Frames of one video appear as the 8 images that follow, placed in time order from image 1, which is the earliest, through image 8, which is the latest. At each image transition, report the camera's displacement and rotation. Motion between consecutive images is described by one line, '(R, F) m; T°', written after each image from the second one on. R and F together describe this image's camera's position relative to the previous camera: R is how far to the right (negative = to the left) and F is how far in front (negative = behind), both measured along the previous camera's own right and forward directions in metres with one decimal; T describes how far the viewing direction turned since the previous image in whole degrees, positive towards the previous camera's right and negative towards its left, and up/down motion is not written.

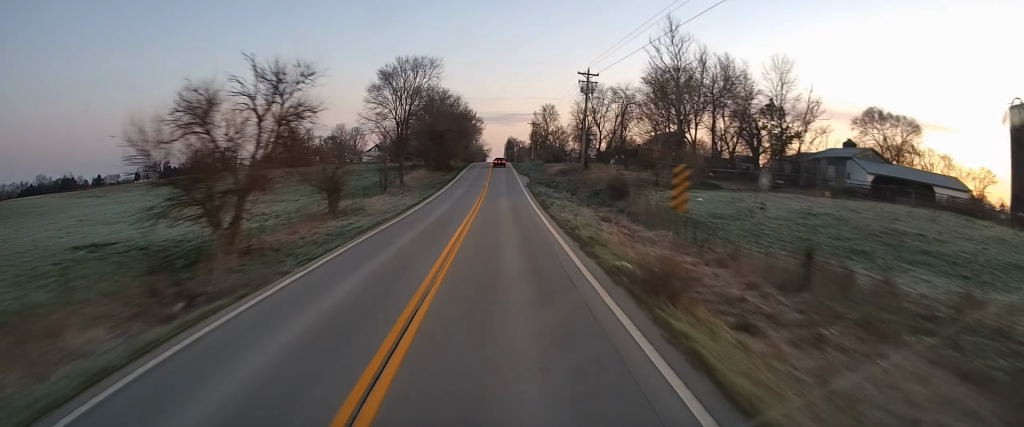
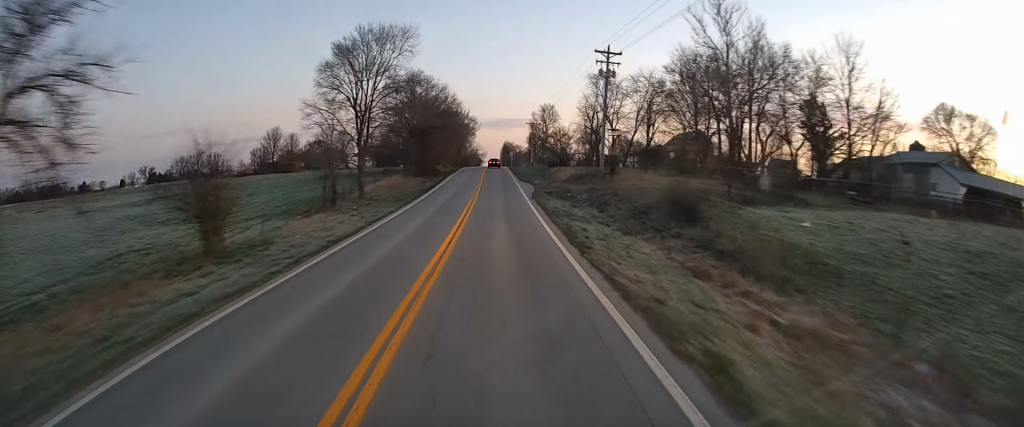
(0.0, +15.1) m; -1°
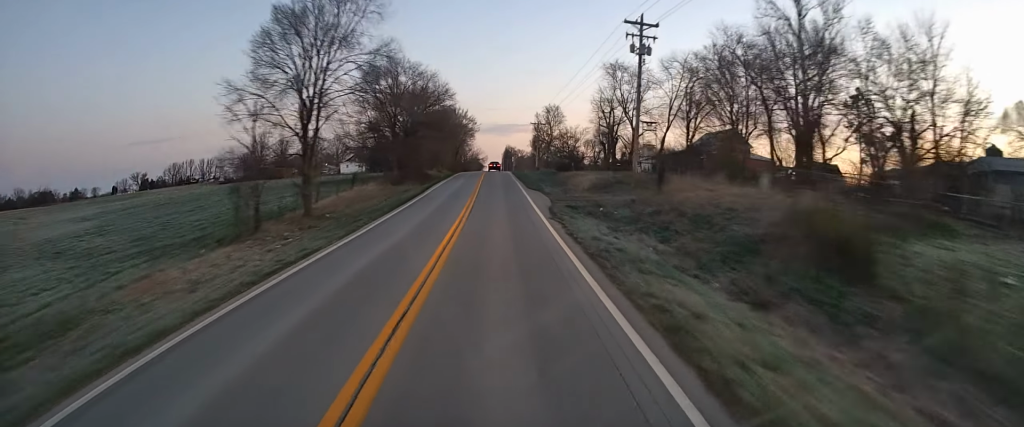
(-0.2, +12.4) m; 0°
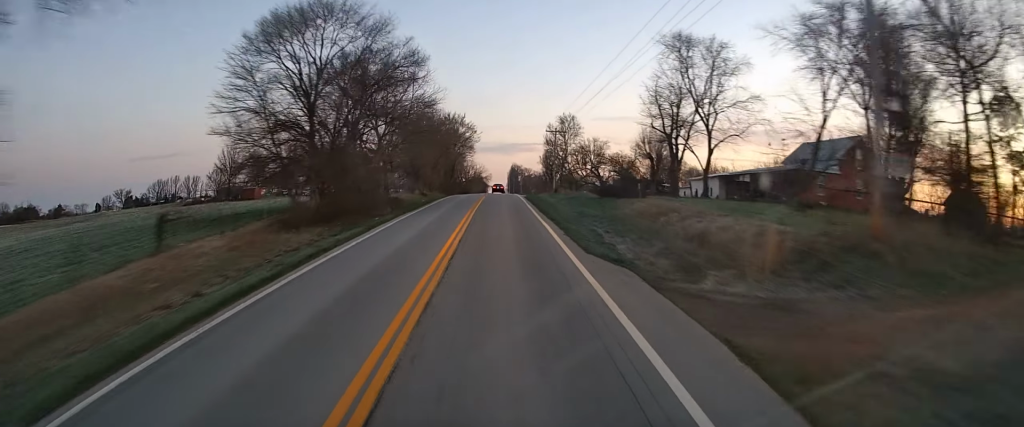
(-0.2, +26.9) m; 0°
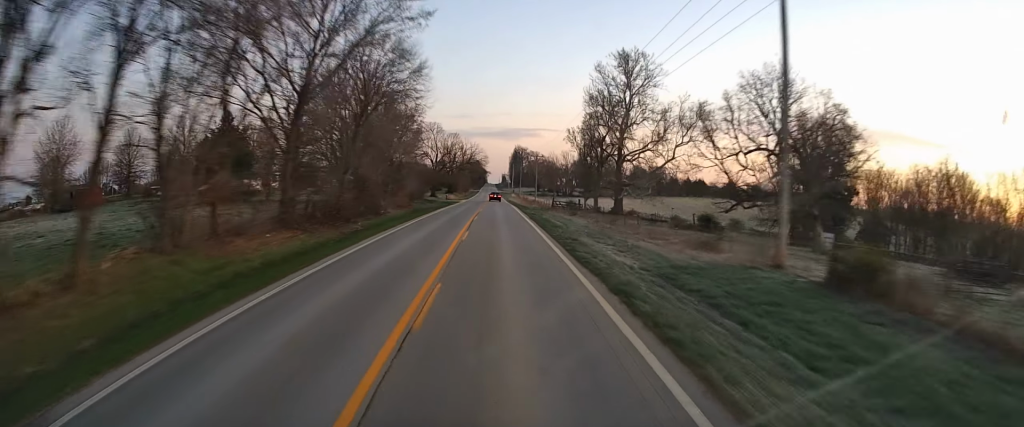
(+2.2, +75.2) m; +2°
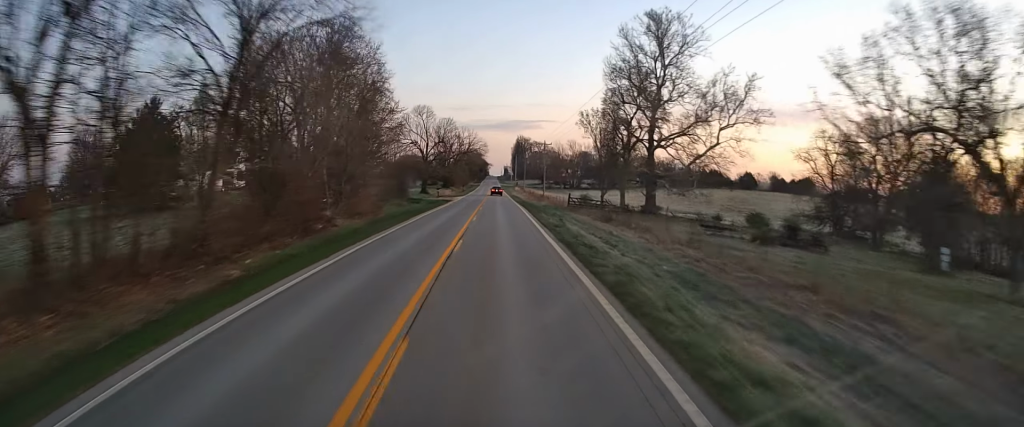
(-0.2, +16.7) m; -1°
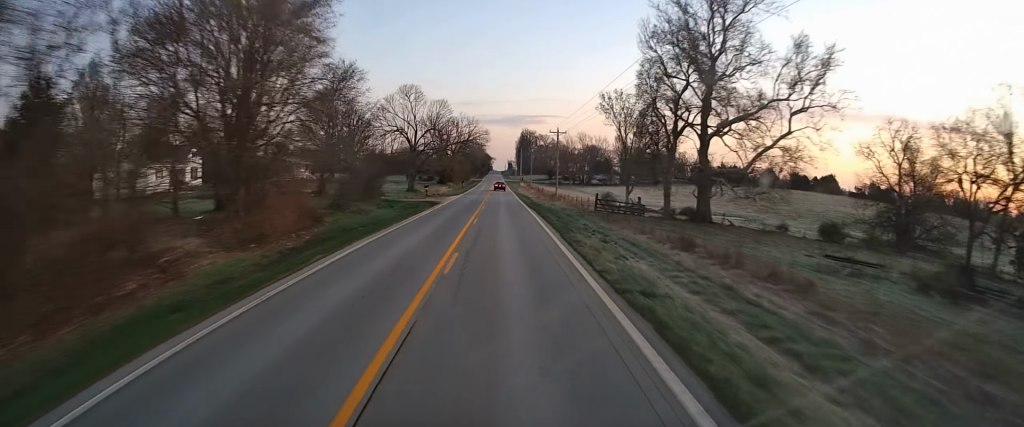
(-0.1, +16.6) m; -1°
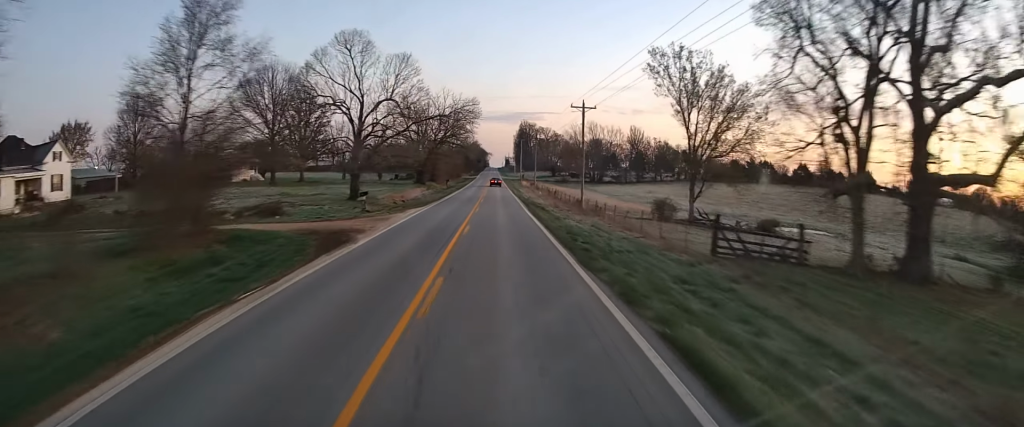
(-0.5, +28.2) m; -1°
